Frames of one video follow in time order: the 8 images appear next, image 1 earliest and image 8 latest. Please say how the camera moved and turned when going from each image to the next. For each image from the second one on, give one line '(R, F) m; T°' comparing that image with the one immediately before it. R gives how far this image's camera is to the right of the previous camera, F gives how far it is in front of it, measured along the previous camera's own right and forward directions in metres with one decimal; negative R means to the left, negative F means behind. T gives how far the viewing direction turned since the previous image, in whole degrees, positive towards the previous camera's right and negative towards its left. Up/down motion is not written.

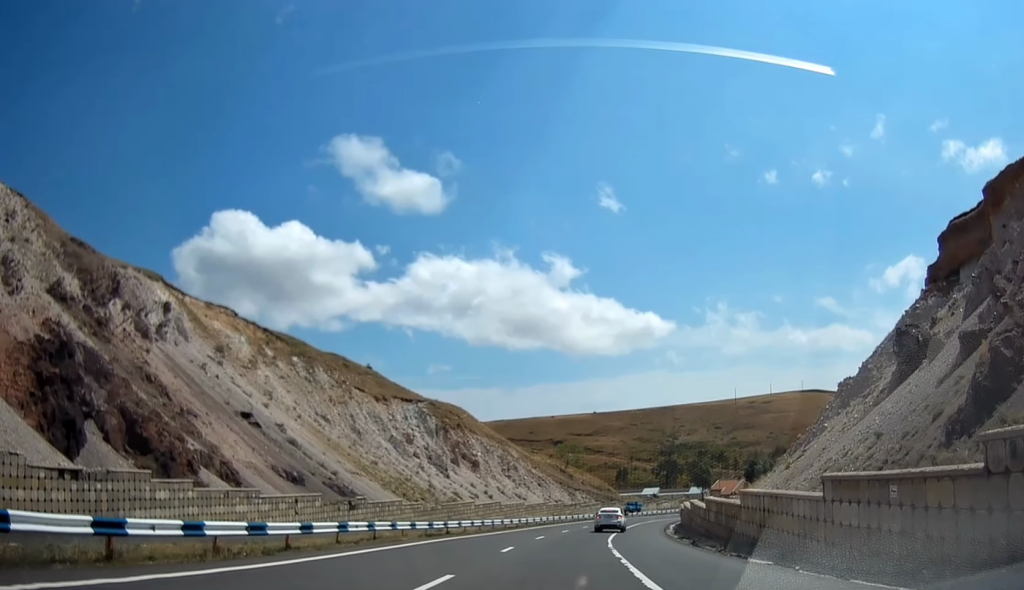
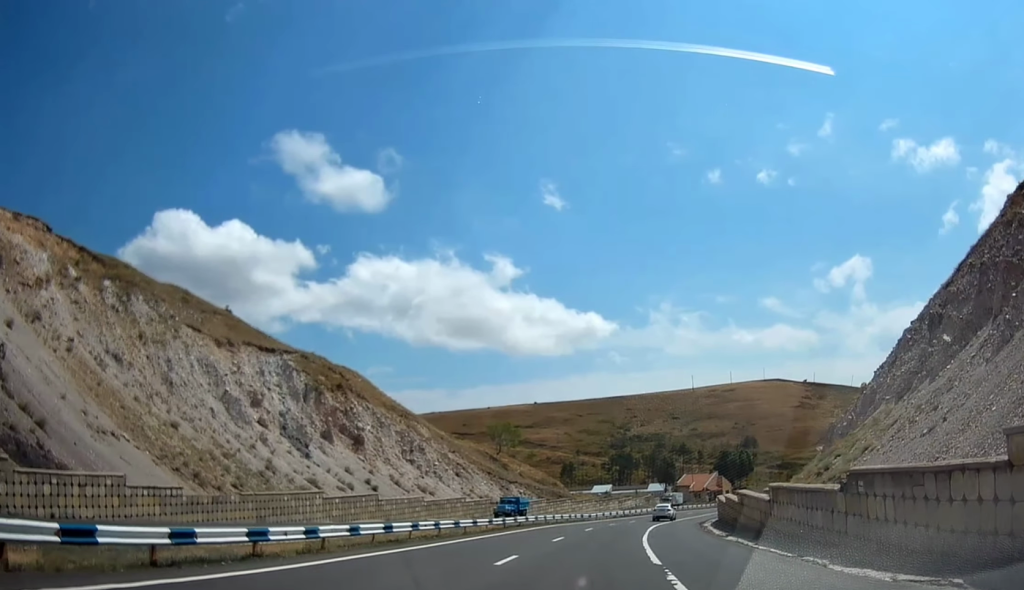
(+0.9, +41.8) m; +4°
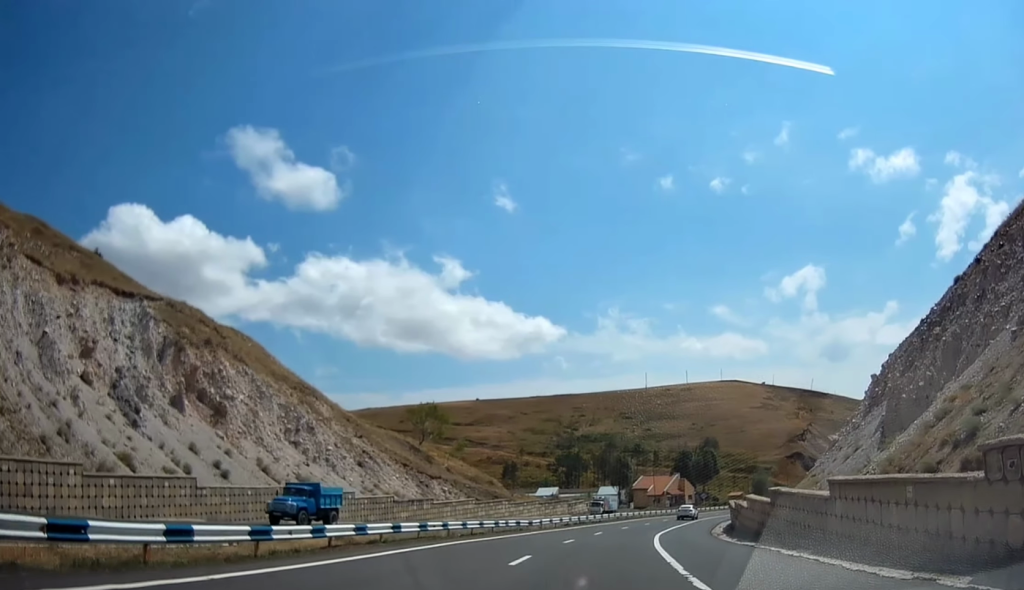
(+0.3, +23.8) m; +1°
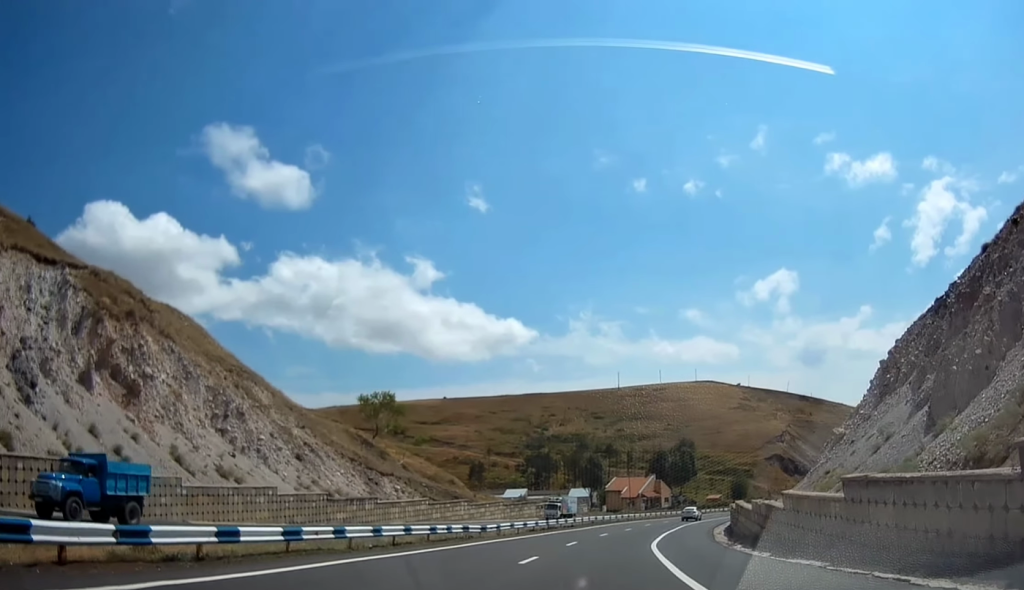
(-0.1, +10.0) m; +2°
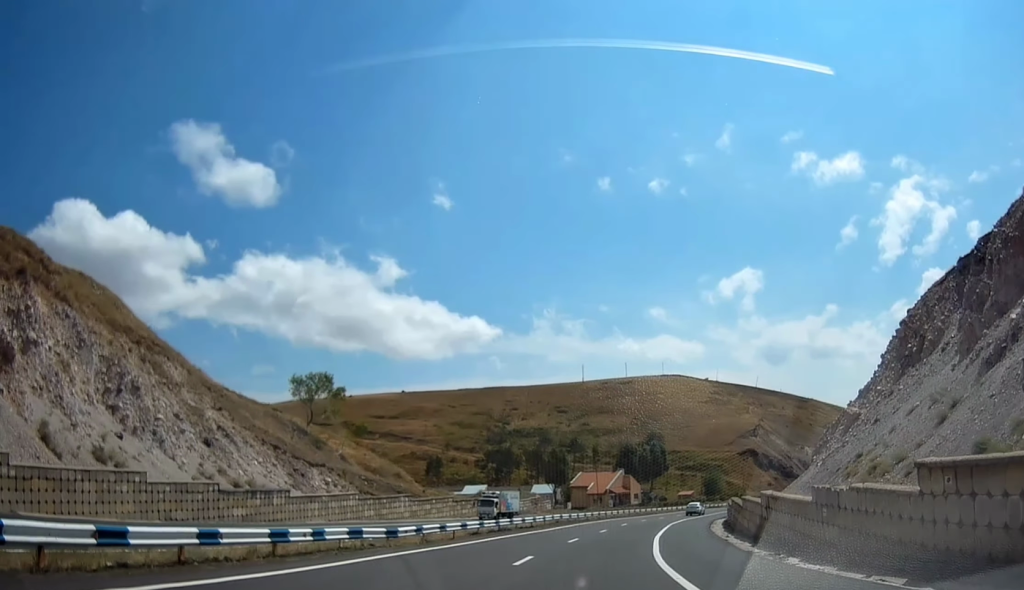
(+0.3, +11.9) m; +2°
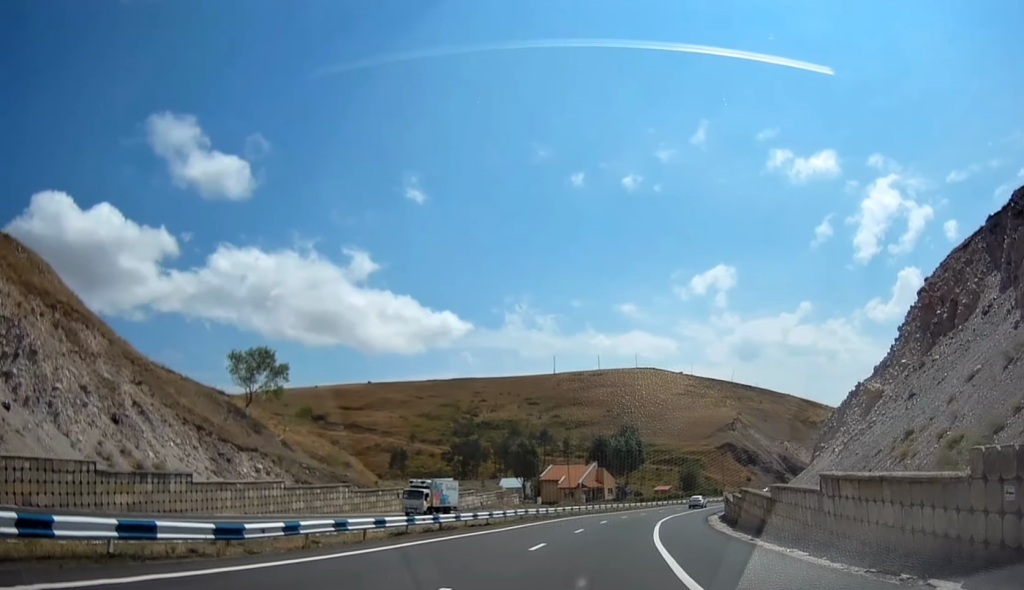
(+0.3, +9.7) m; +2°
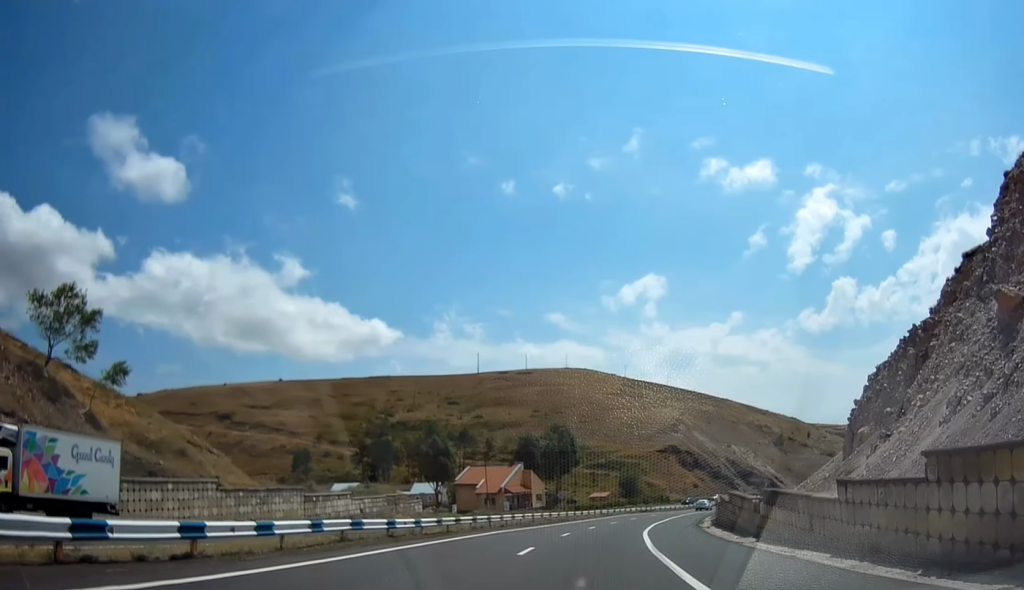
(+0.5, +24.1) m; +5°
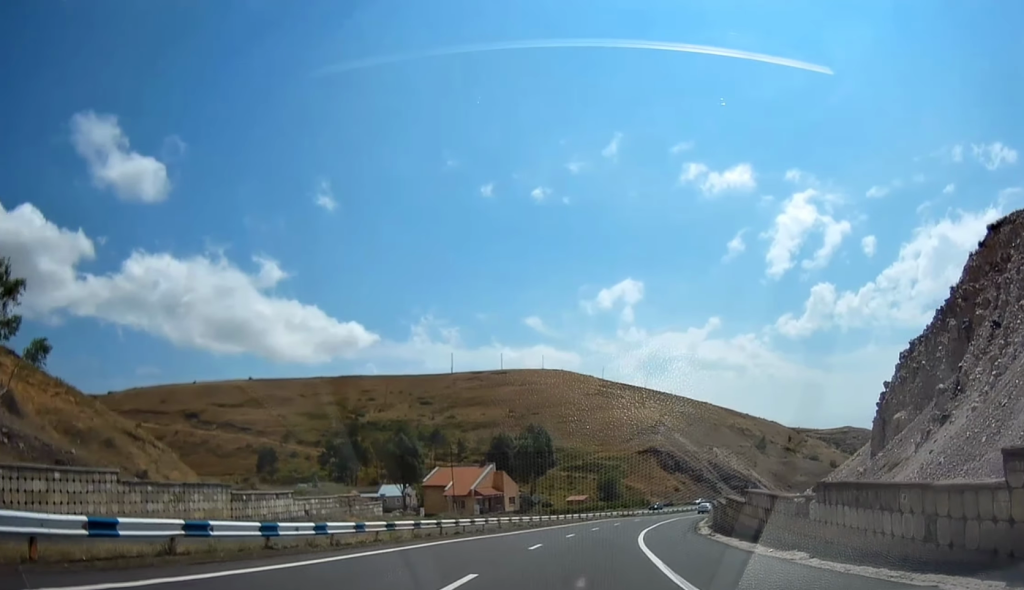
(+0.4, +8.1) m; +3°
